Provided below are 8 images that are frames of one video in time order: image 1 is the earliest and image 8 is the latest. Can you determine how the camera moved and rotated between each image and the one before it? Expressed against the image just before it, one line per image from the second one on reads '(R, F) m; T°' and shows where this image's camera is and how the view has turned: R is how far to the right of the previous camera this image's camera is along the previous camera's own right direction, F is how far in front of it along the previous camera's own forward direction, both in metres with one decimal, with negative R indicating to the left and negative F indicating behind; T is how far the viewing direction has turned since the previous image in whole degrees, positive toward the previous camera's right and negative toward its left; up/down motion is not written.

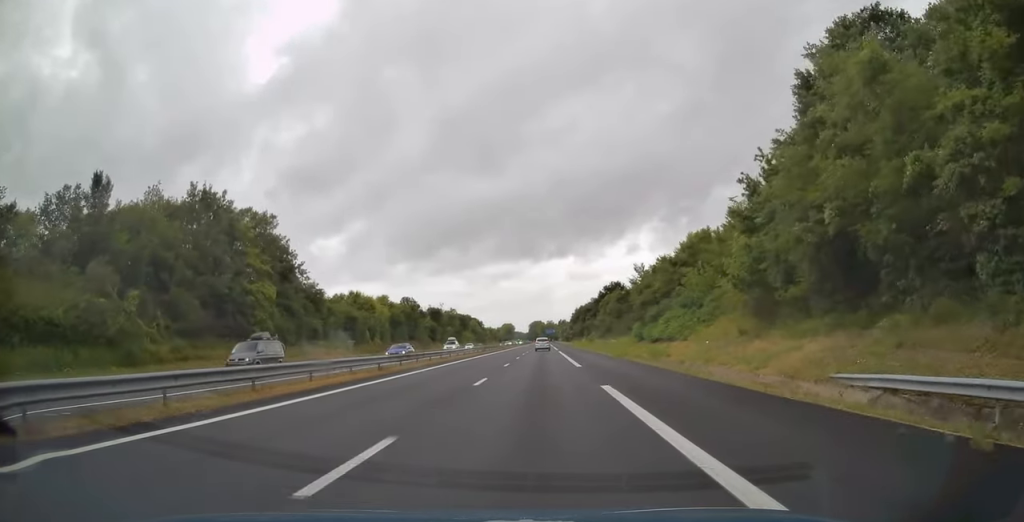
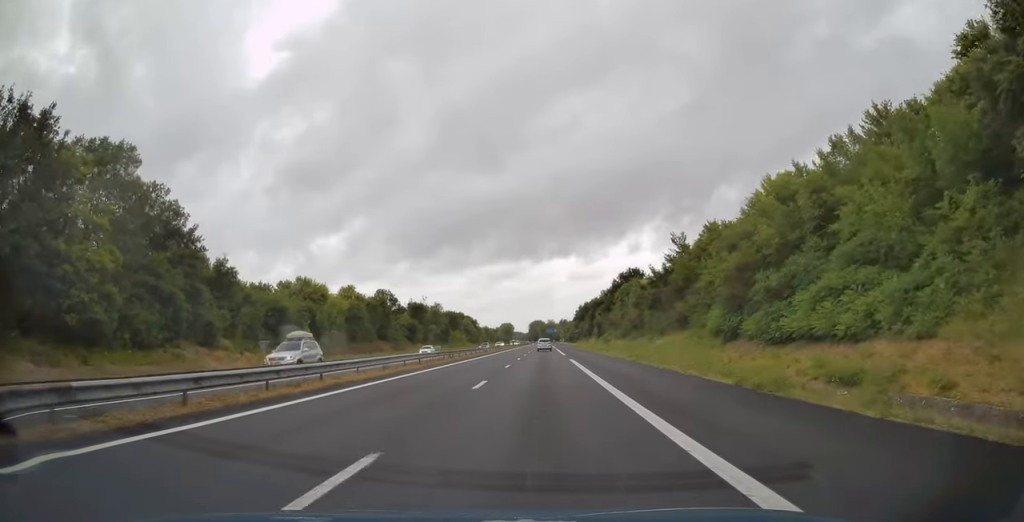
(-0.1, +27.4) m; 0°
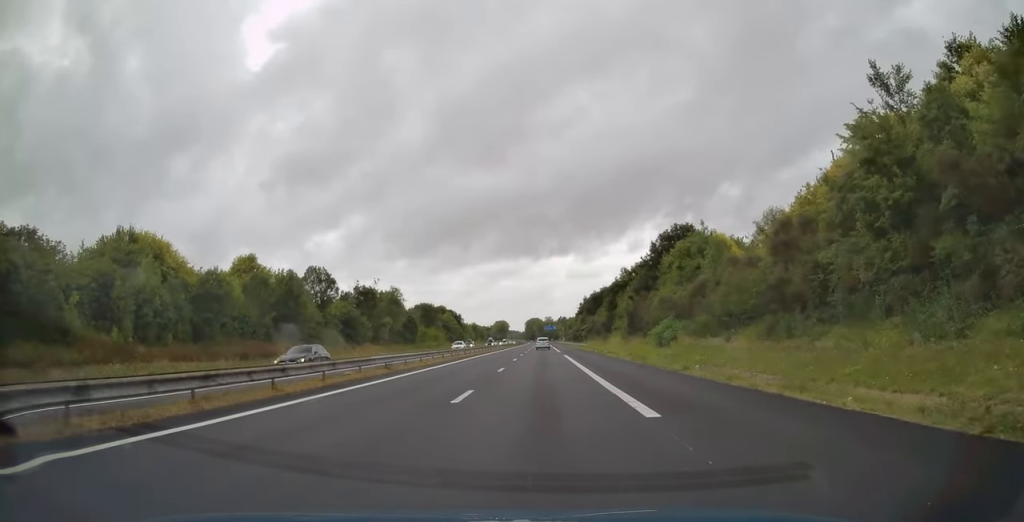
(-0.1, +43.5) m; 0°
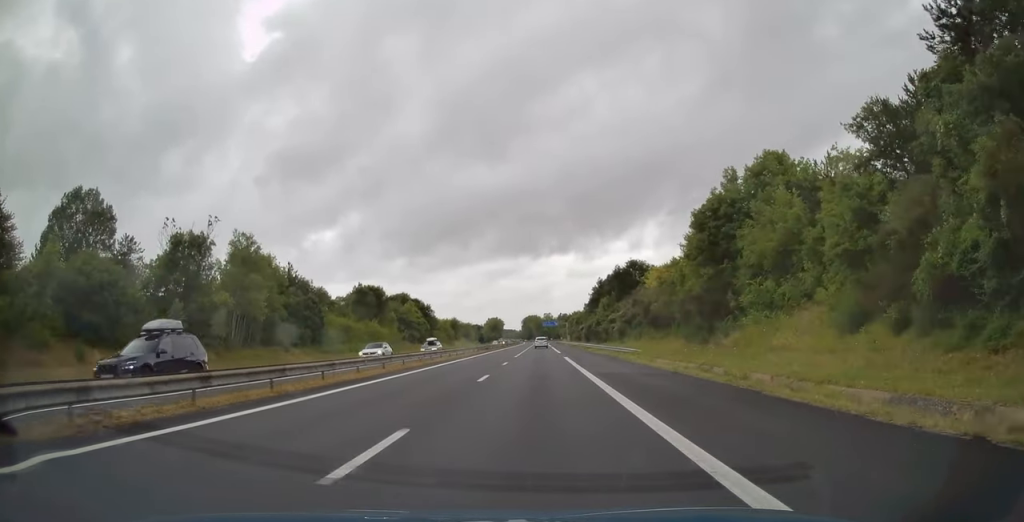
(+0.2, +59.7) m; 0°
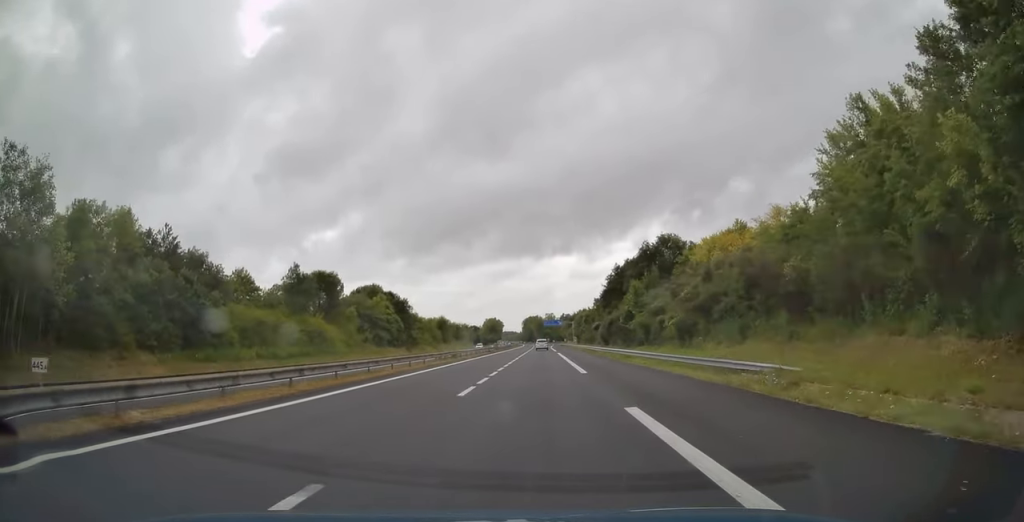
(0.0, +30.7) m; 0°
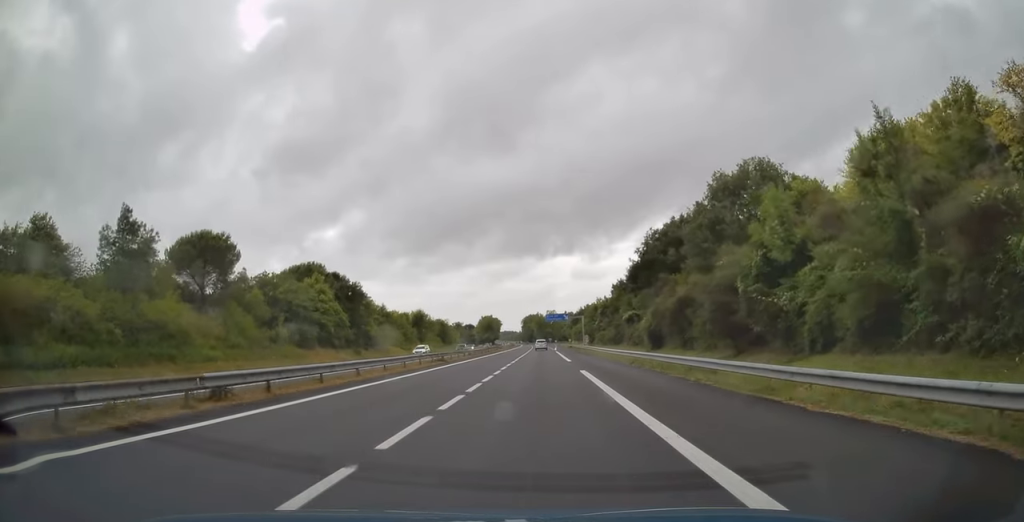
(0.0, +37.7) m; 0°
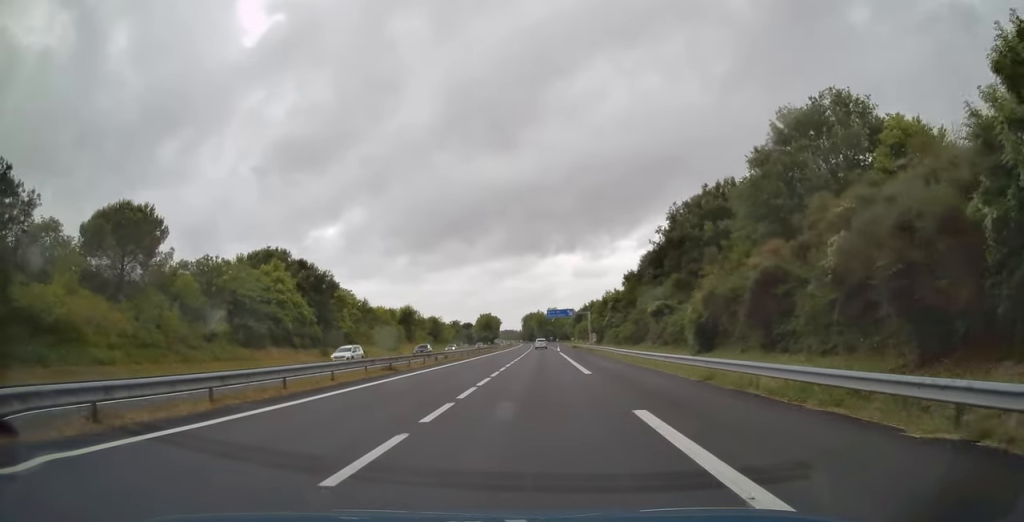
(-0.1, +15.1) m; 0°
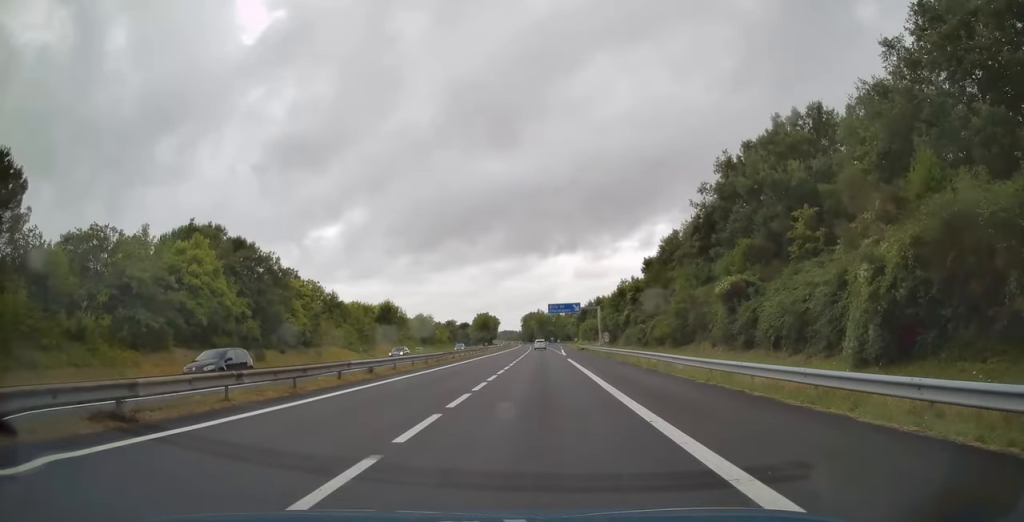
(0.0, +19.4) m; 0°
